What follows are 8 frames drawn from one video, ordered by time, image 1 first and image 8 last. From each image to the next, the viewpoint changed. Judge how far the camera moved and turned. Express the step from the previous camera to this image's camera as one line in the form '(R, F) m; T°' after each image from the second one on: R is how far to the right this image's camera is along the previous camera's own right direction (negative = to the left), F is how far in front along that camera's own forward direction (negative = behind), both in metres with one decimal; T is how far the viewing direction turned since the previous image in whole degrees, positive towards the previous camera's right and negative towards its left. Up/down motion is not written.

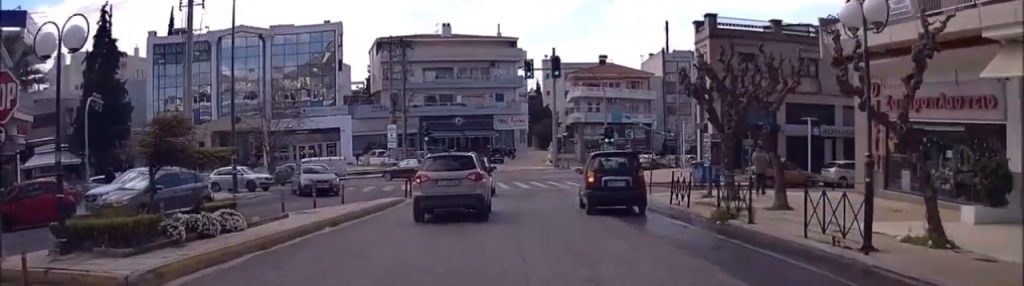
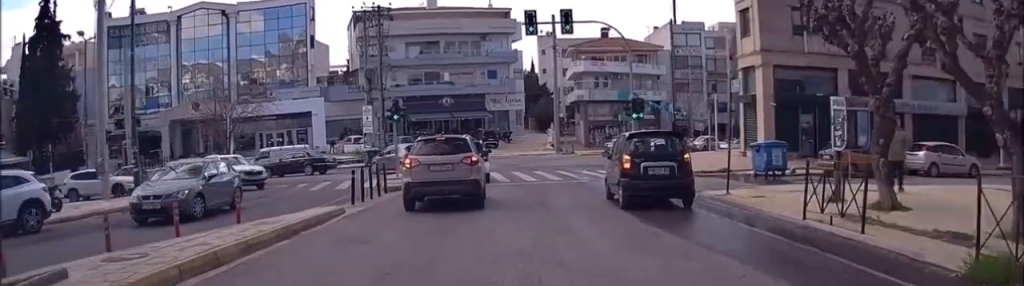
(0.0, +9.4) m; +2°
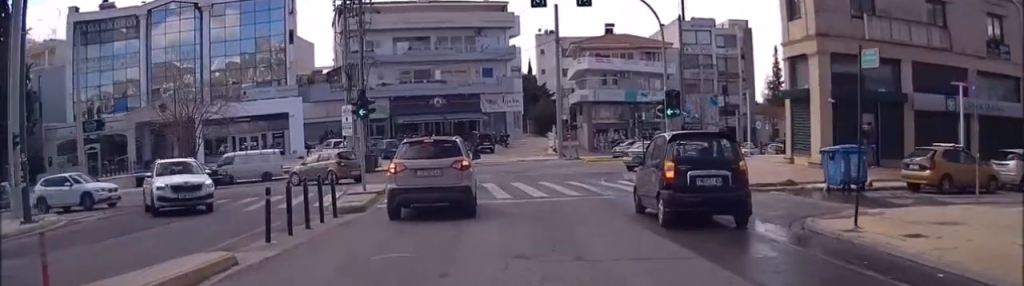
(+0.2, +6.5) m; +1°
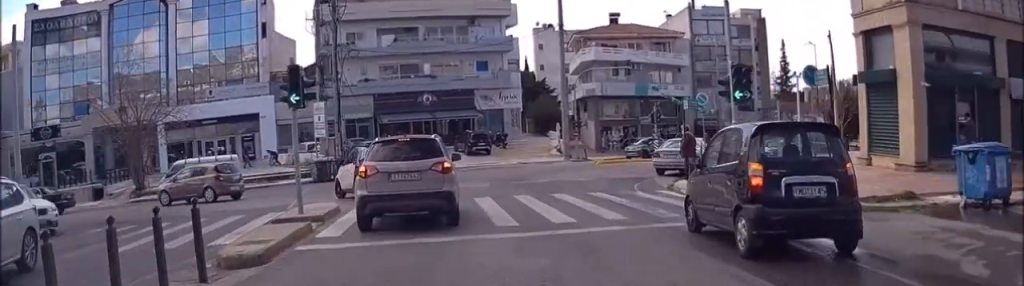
(0.0, +6.9) m; +1°
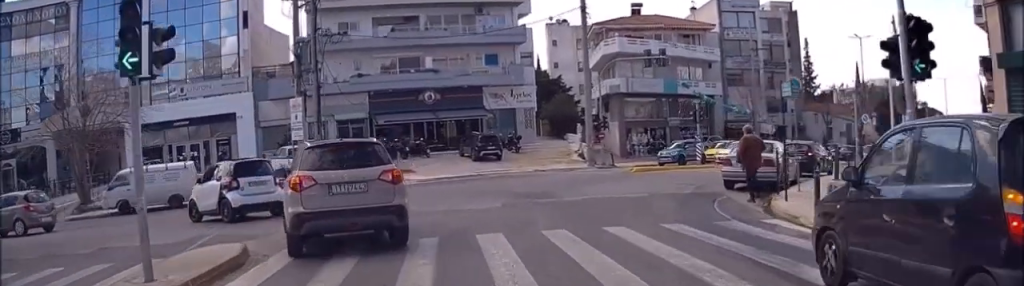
(+0.1, +7.6) m; 0°
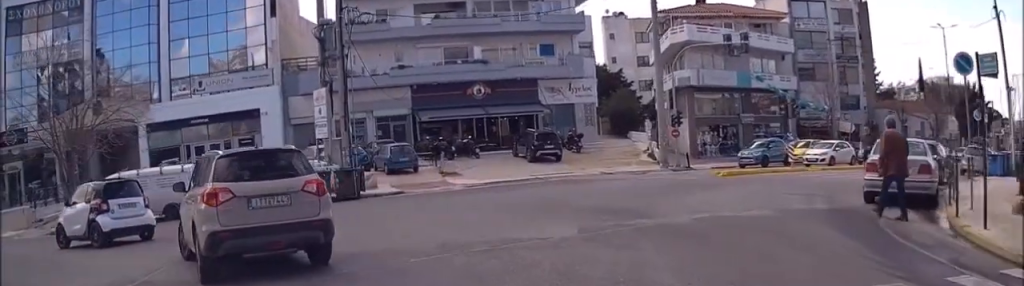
(0.0, +5.7) m; -2°
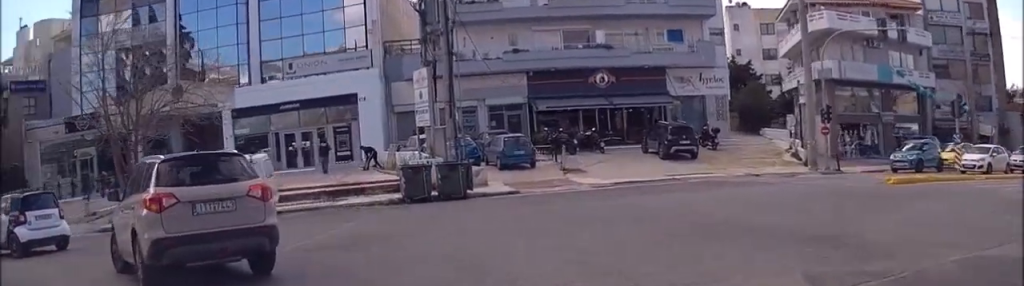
(-0.1, +4.7) m; -5°
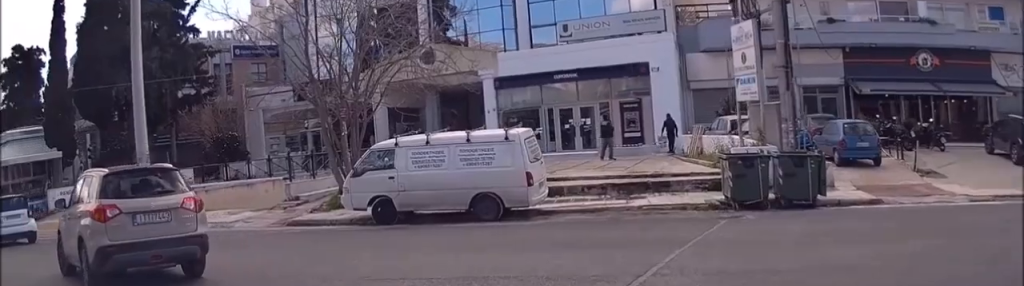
(-1.2, +5.7) m; -28°
